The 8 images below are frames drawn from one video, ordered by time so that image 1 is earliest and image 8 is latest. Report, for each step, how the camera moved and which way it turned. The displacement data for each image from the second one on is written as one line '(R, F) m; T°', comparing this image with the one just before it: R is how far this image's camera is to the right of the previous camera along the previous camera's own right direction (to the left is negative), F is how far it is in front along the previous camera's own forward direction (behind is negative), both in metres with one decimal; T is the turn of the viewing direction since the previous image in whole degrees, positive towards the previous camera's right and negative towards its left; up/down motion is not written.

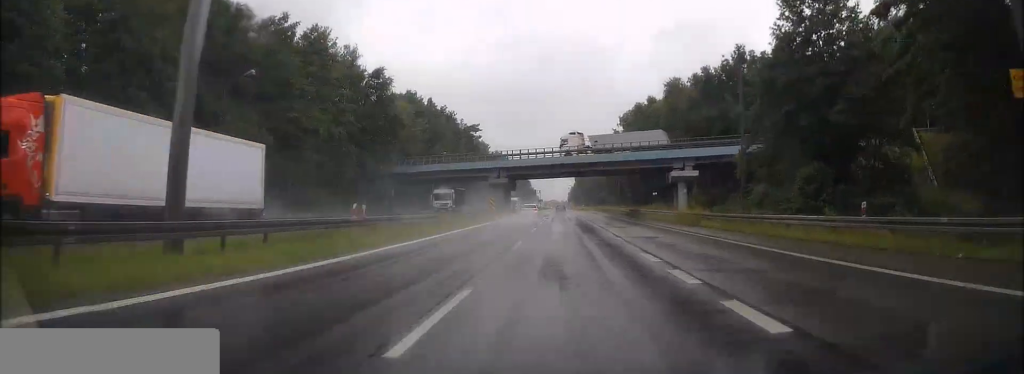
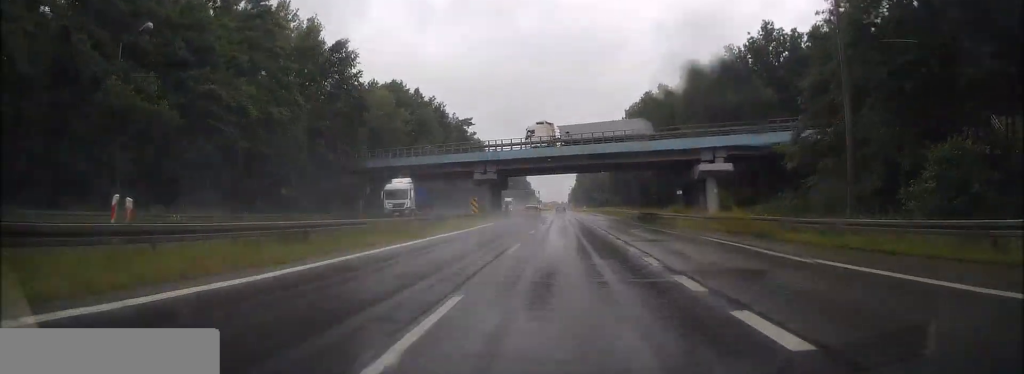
(0.0, +12.5) m; 0°
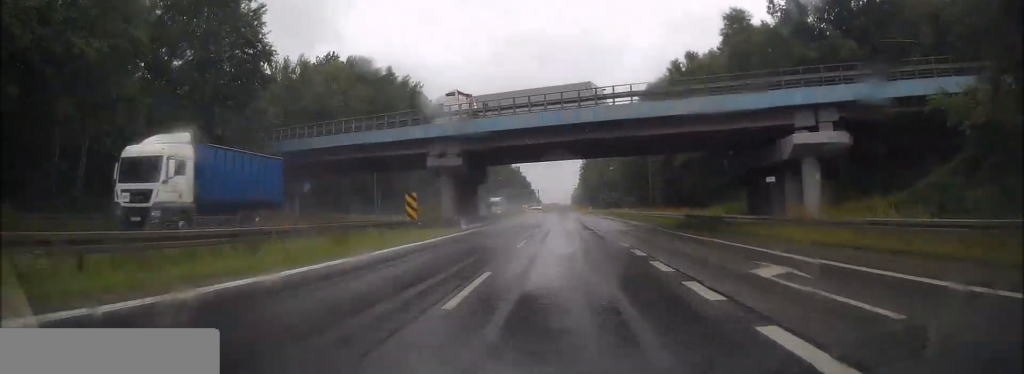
(0.0, +21.0) m; 0°
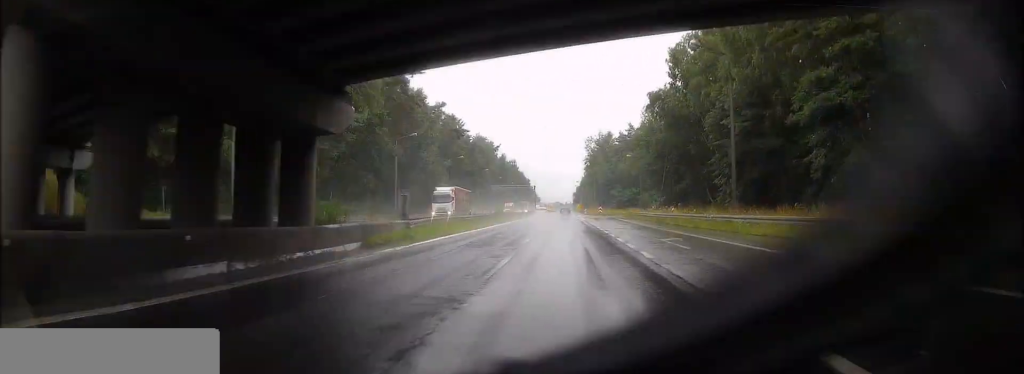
(-0.2, +32.9) m; 0°
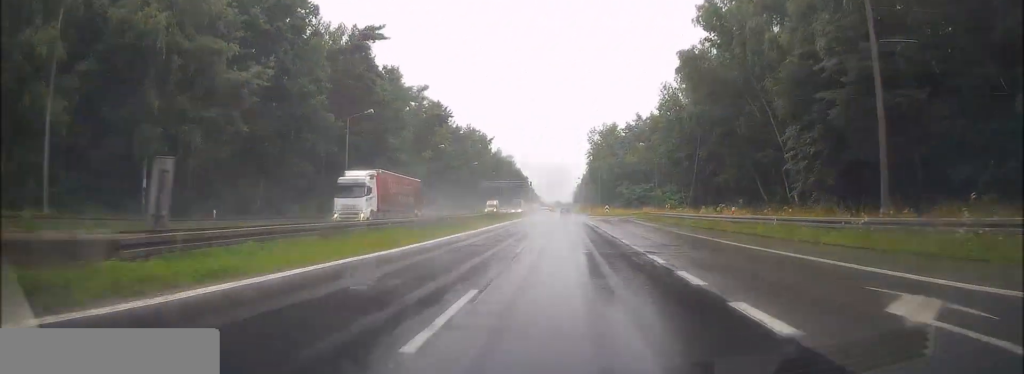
(-0.1, +17.6) m; 0°
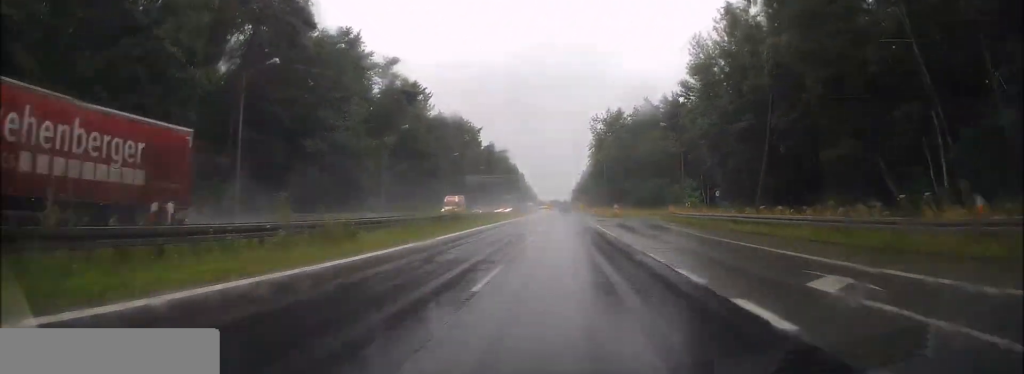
(+0.1, +20.3) m; +1°
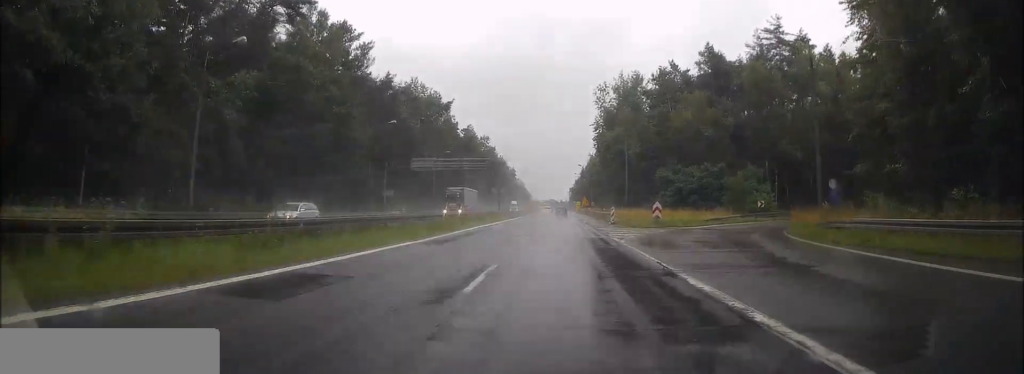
(+0.2, +37.3) m; 0°
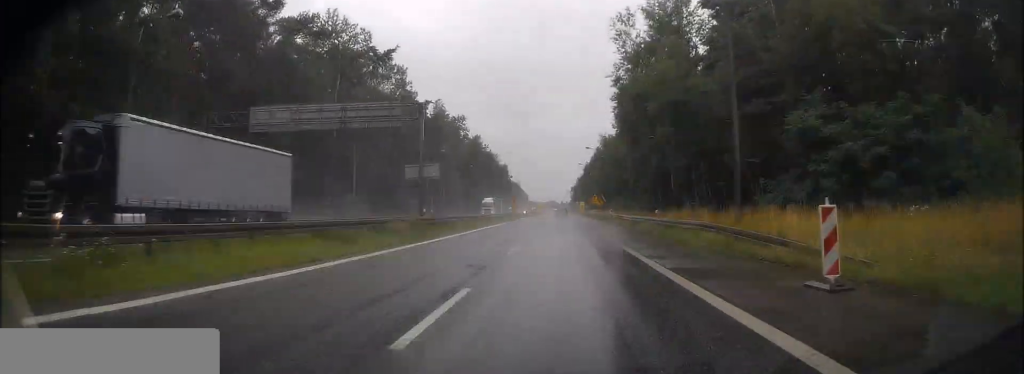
(0.0, +39.4) m; 0°
